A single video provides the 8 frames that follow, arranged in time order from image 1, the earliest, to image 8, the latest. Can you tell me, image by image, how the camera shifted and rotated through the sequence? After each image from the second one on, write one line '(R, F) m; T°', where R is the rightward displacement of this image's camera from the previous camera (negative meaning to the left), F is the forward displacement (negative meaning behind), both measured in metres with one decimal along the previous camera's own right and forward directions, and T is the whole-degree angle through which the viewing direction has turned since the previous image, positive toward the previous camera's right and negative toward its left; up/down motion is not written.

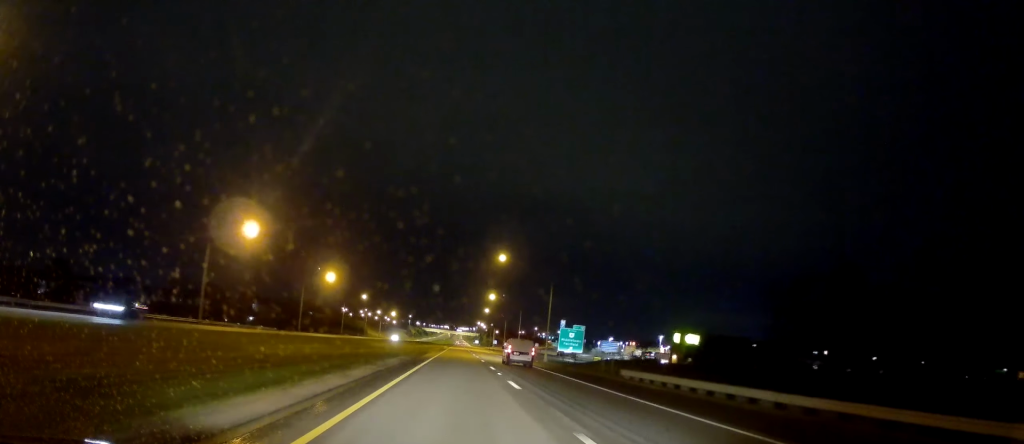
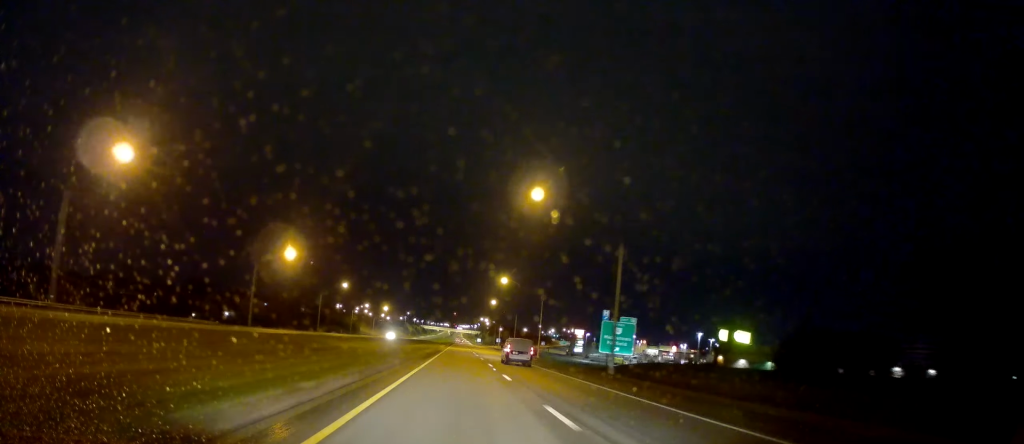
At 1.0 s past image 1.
(-0.2, +32.6) m; -1°
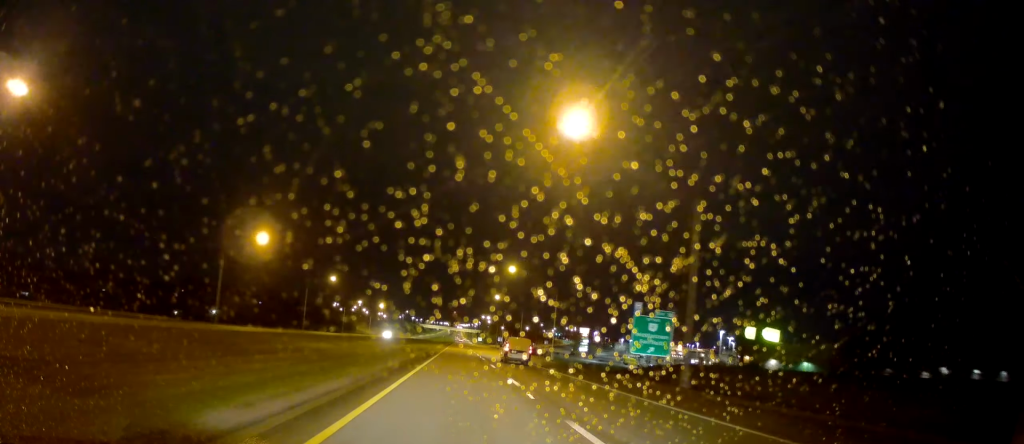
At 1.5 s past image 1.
(-0.2, +14.7) m; 0°
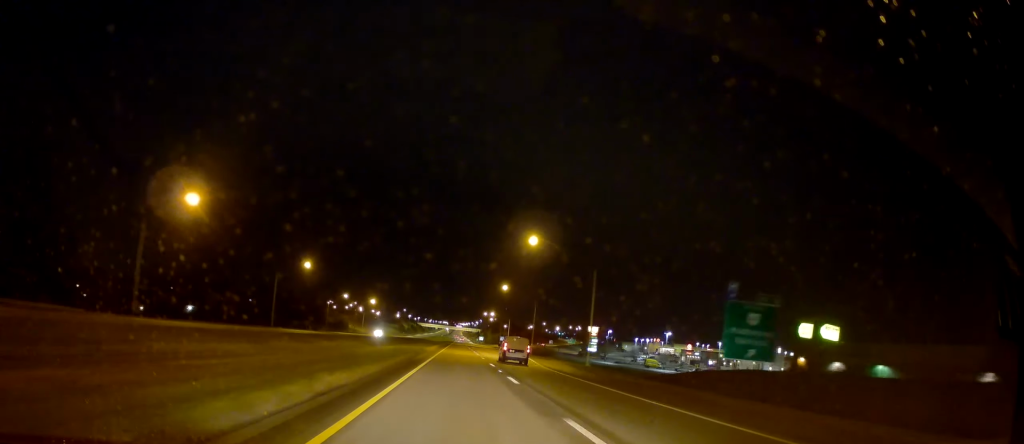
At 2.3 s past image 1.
(+0.2, +24.2) m; +1°
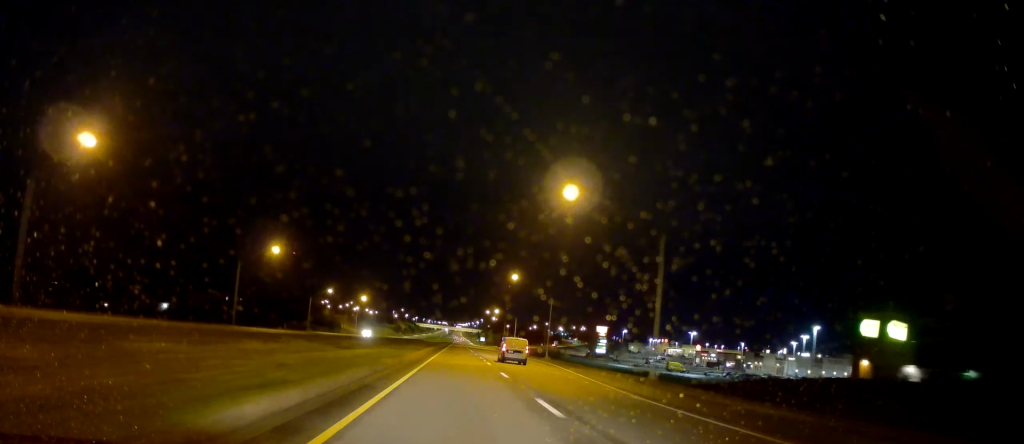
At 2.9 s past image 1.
(+0.1, +21.0) m; 0°
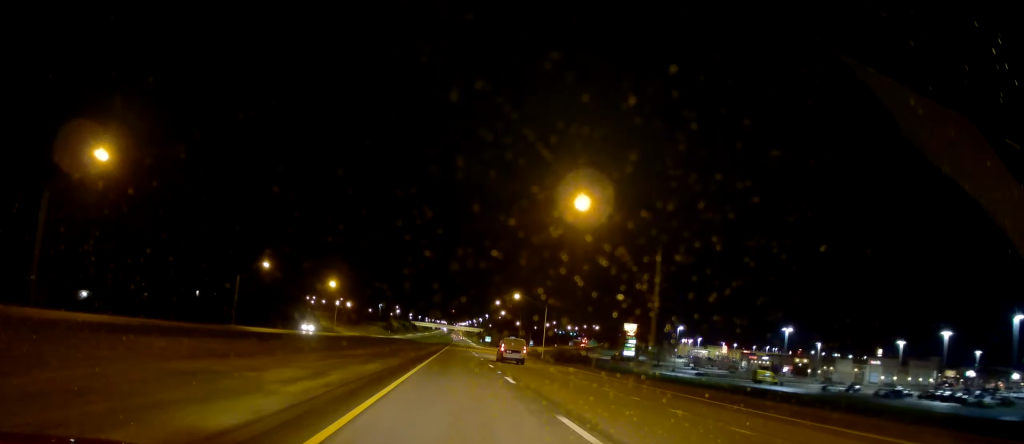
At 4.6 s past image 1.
(0.0, +51.9) m; 0°
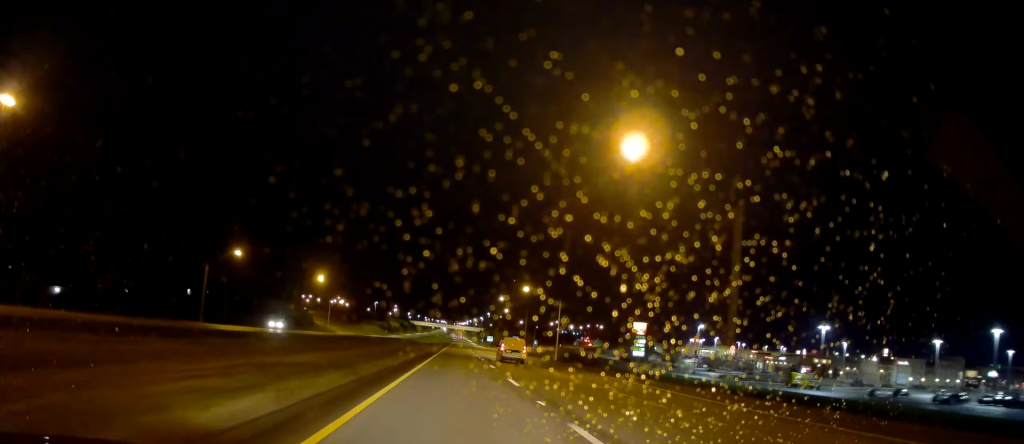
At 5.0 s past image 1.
(0.0, +13.4) m; 0°
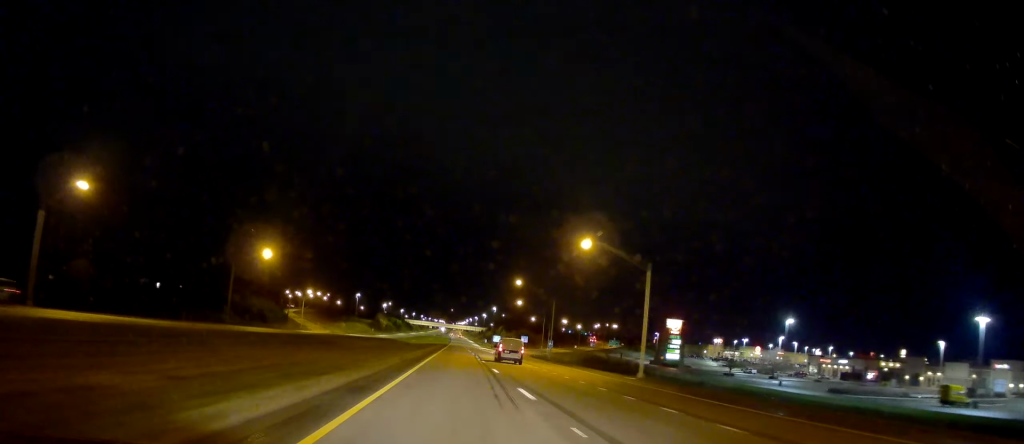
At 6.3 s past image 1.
(-0.4, +39.8) m; -1°
